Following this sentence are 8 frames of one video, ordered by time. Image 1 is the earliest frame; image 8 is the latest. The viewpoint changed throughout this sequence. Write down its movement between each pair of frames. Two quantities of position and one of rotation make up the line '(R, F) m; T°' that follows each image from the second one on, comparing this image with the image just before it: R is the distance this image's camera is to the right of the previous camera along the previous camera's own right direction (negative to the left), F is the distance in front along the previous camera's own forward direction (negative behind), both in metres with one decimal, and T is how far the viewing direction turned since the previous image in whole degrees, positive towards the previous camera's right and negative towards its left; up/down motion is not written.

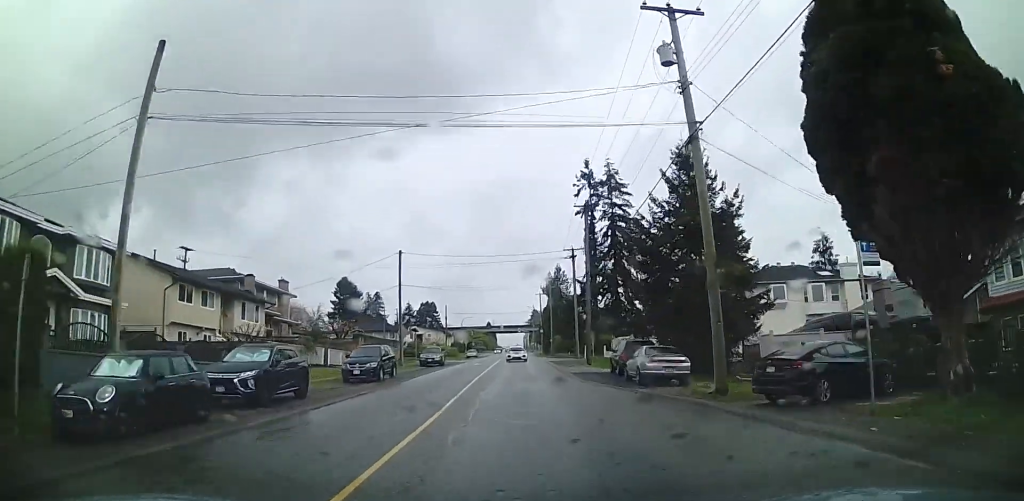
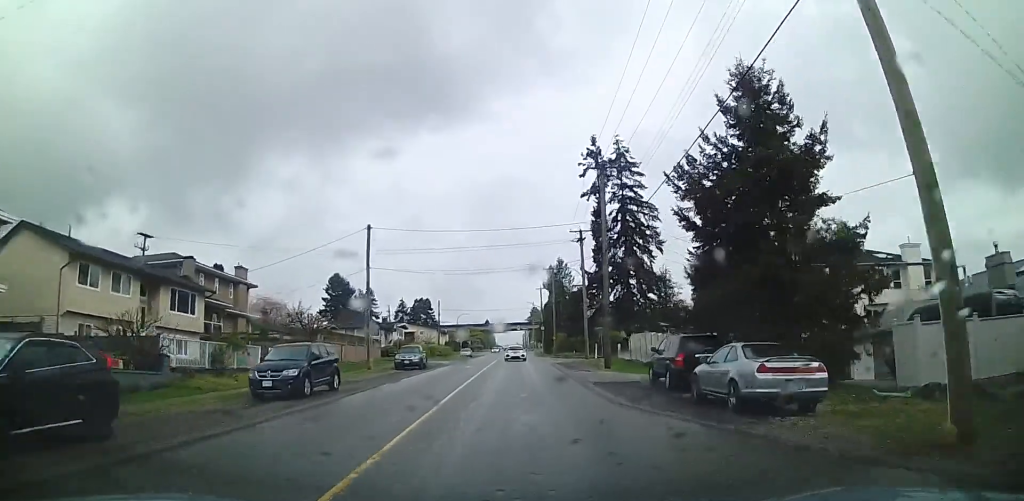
(+0.1, +8.6) m; +1°
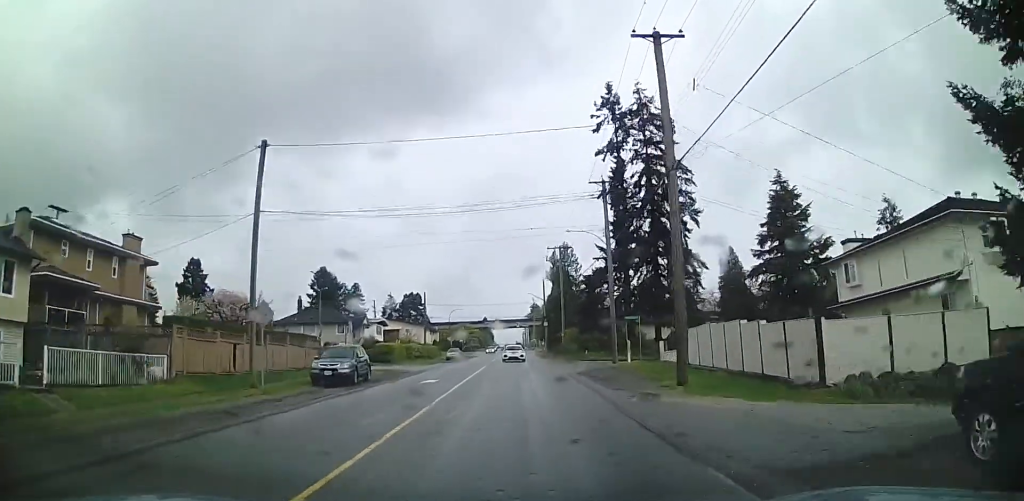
(0.0, +14.5) m; 0°
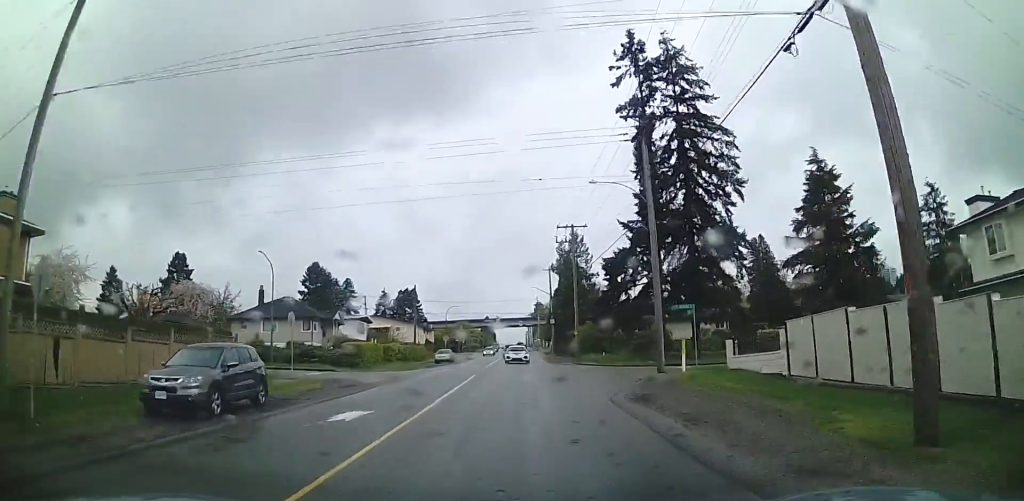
(0.0, +10.7) m; 0°
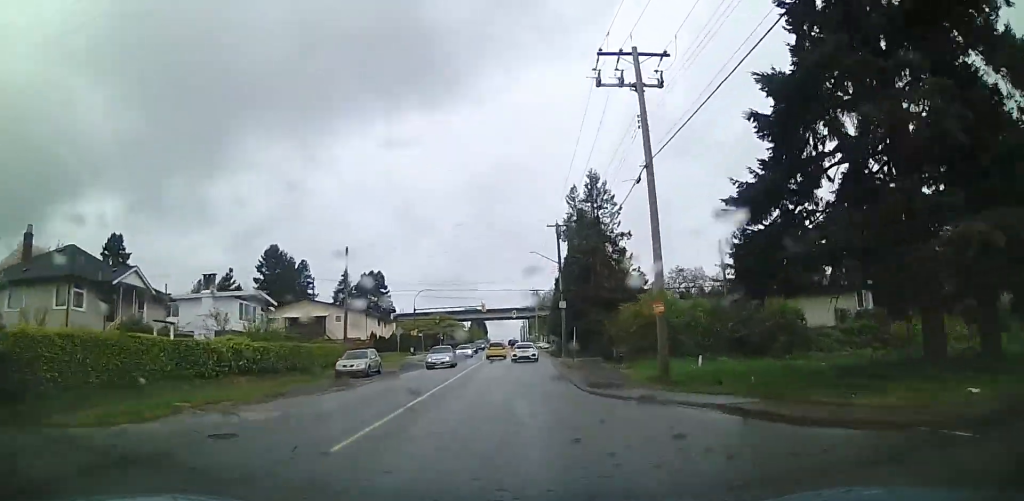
(-0.5, +30.1) m; -2°
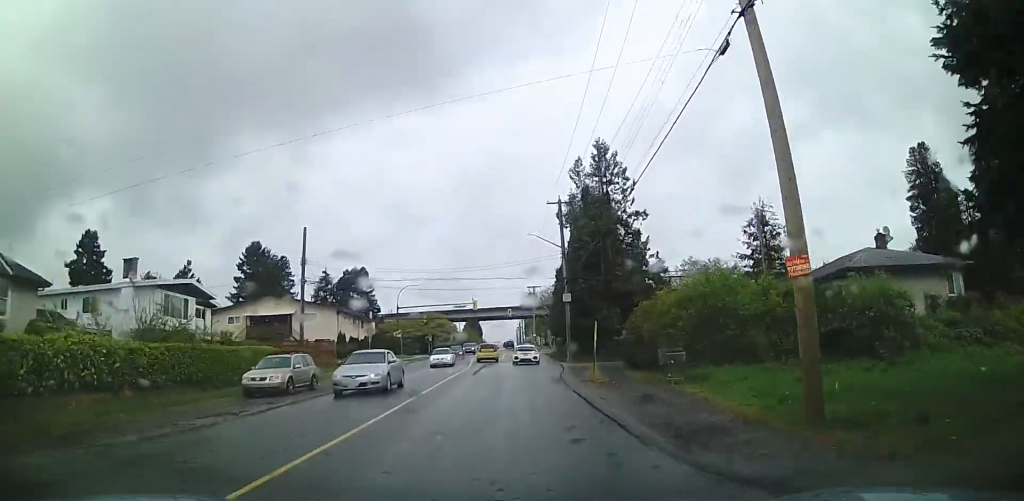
(-0.1, +9.7) m; 0°
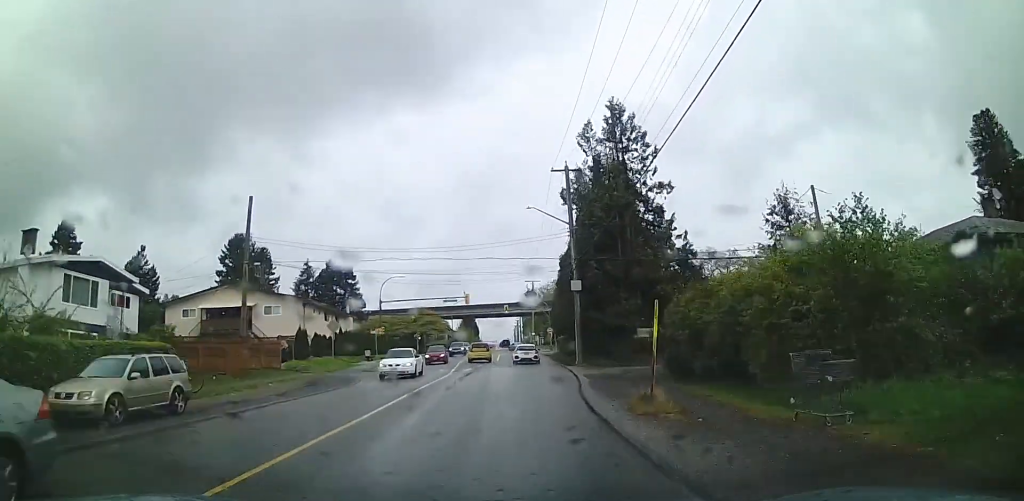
(0.0, +9.1) m; 0°
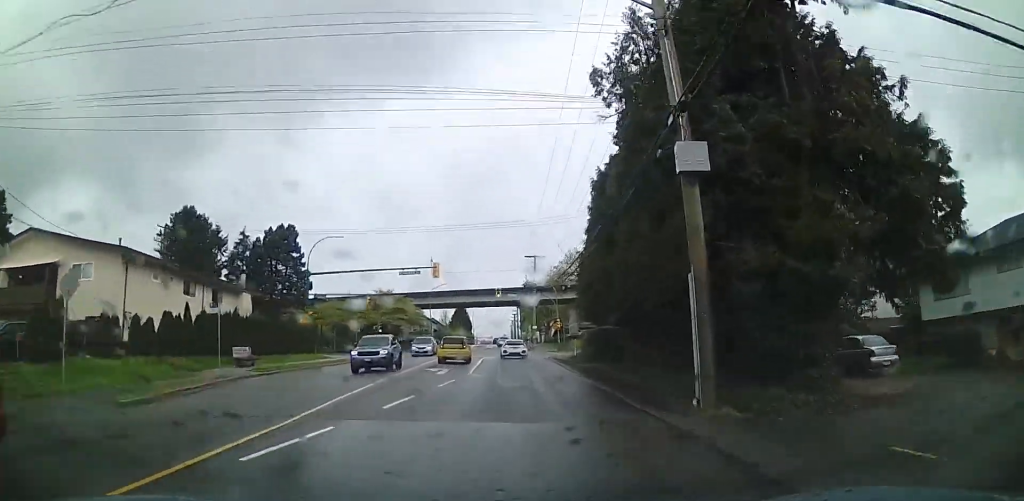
(+0.3, +25.4) m; +2°
